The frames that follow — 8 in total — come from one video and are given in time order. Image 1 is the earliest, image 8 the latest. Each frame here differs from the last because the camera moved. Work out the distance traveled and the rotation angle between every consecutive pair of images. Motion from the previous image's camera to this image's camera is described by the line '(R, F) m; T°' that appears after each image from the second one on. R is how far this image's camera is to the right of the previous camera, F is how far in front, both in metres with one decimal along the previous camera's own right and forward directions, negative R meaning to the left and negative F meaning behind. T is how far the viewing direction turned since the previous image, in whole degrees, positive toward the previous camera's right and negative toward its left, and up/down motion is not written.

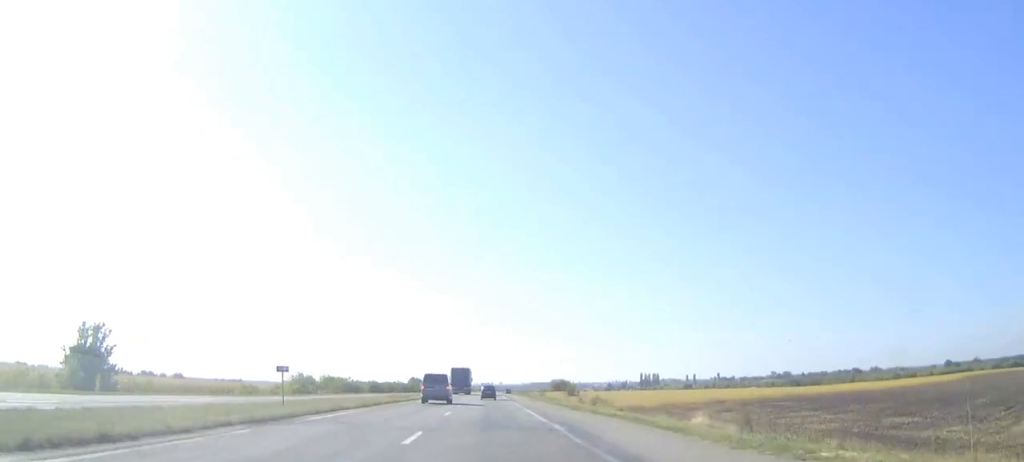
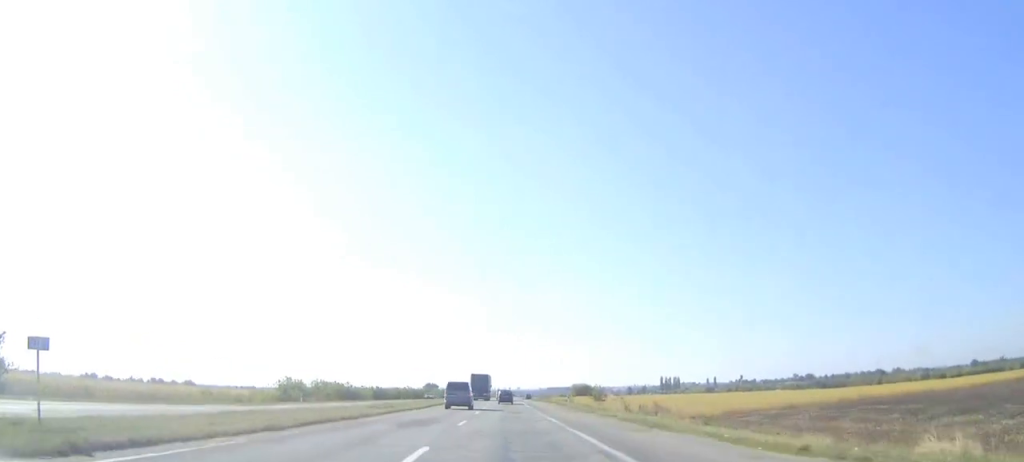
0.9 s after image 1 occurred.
(0.0, +19.7) m; 0°
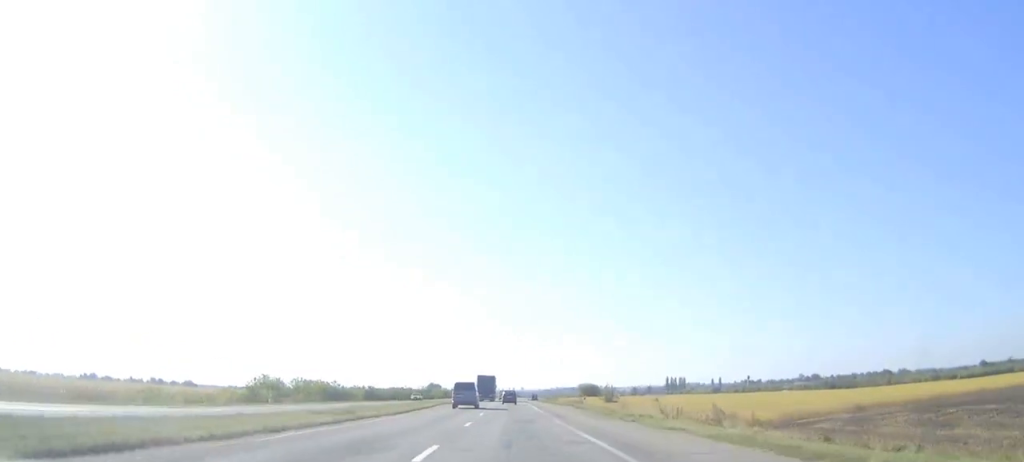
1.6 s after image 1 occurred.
(0.0, +14.6) m; 0°
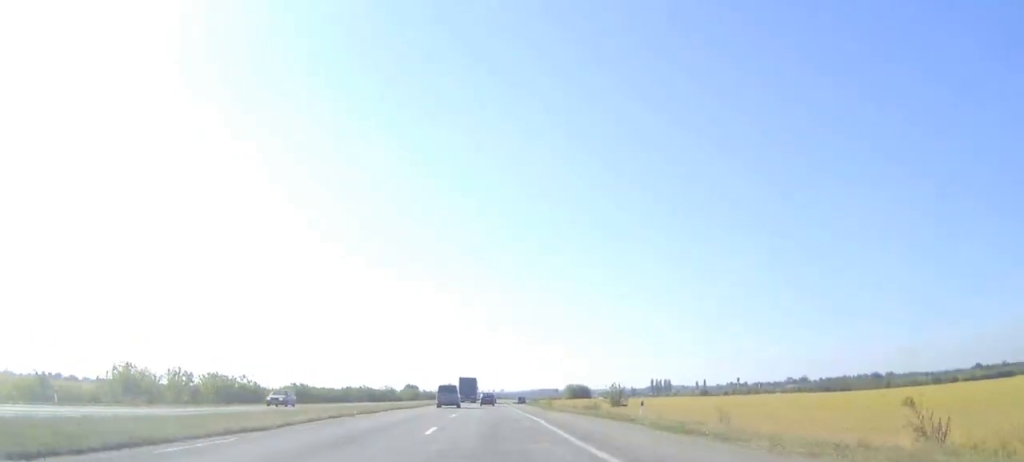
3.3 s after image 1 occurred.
(0.0, +38.2) m; 0°
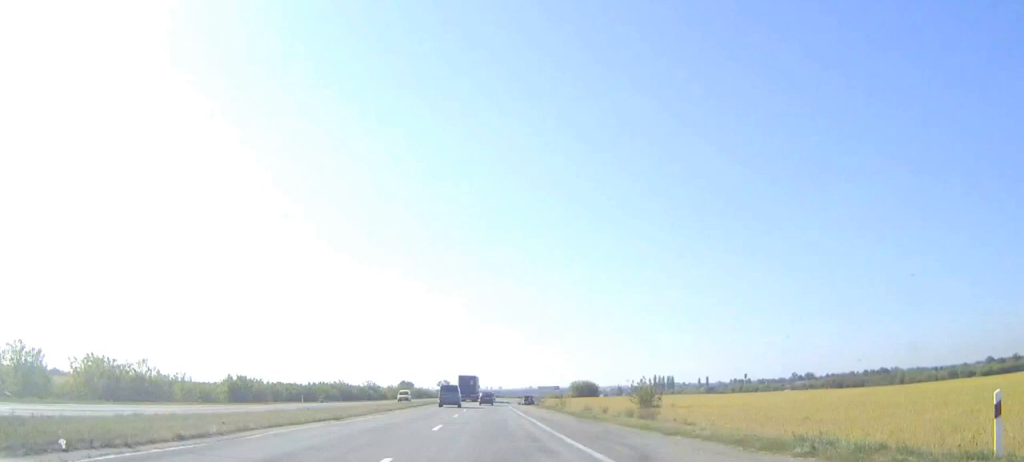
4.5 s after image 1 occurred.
(-0.1, +27.5) m; 0°
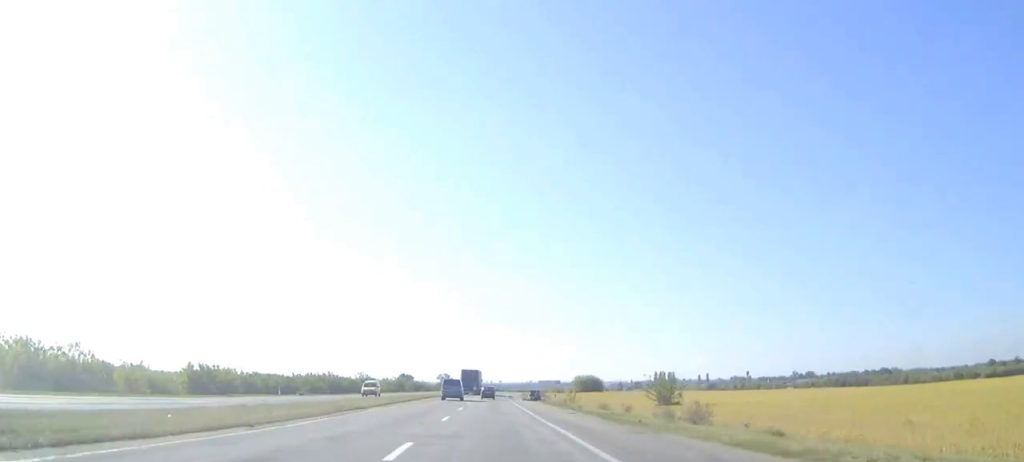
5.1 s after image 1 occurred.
(0.0, +12.7) m; 0°
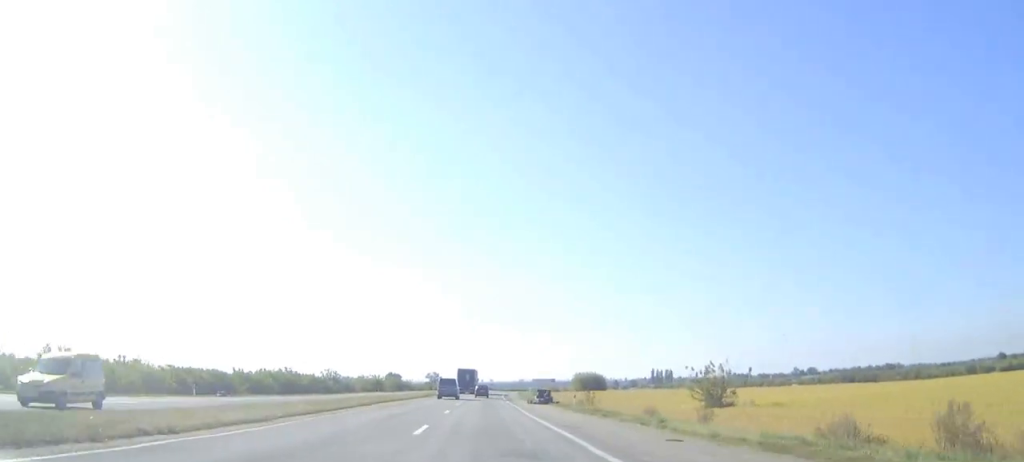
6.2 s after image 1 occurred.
(0.0, +24.0) m; 0°
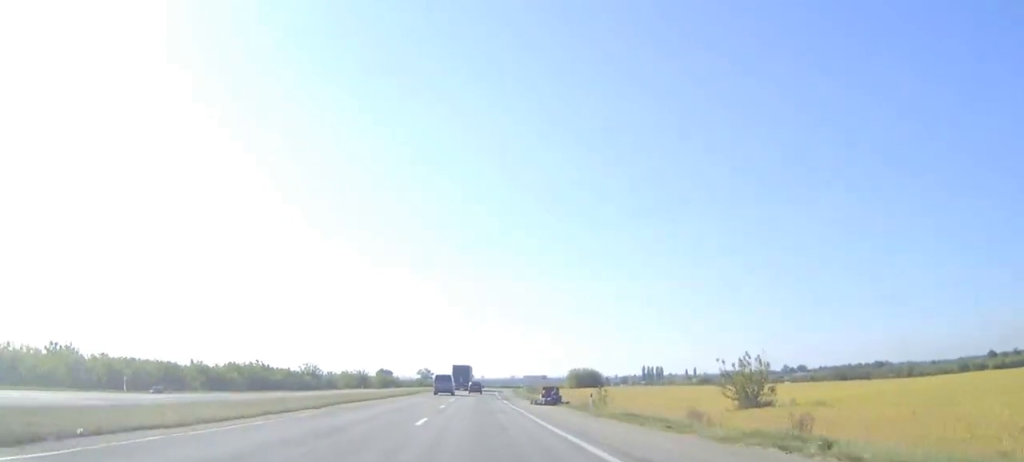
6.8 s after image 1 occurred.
(0.0, +13.6) m; 0°
